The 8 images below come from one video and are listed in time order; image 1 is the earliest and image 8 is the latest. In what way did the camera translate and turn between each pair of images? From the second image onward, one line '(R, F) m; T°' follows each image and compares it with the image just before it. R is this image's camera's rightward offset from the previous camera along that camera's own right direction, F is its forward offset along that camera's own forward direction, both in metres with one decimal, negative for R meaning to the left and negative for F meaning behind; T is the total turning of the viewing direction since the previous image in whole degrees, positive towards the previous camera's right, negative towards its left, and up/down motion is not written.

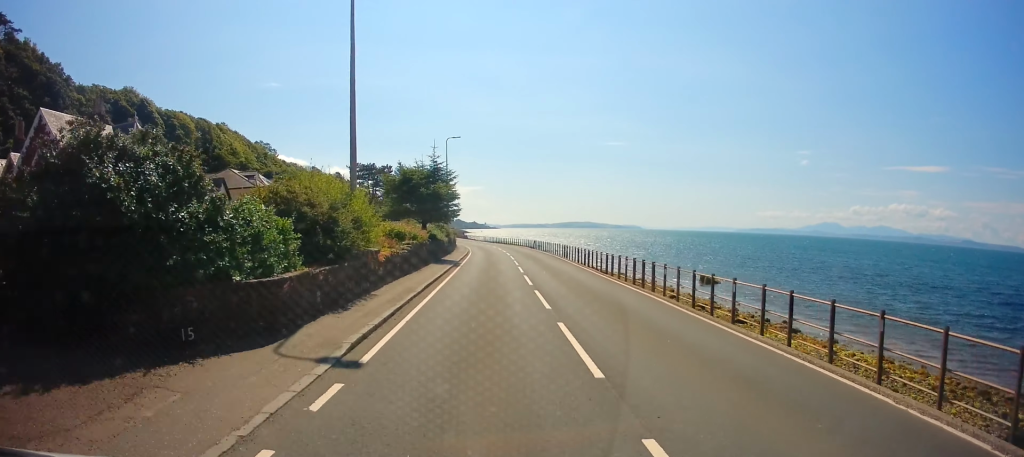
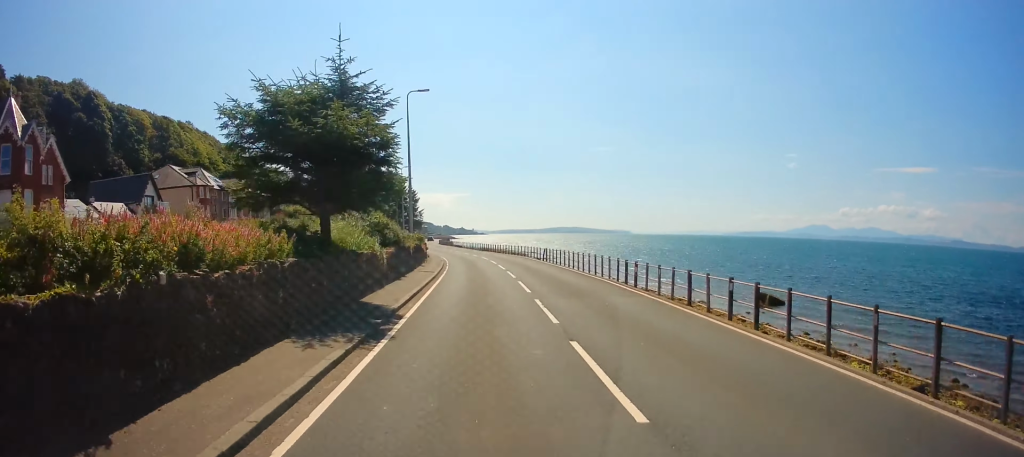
(-0.4, +19.4) m; 0°
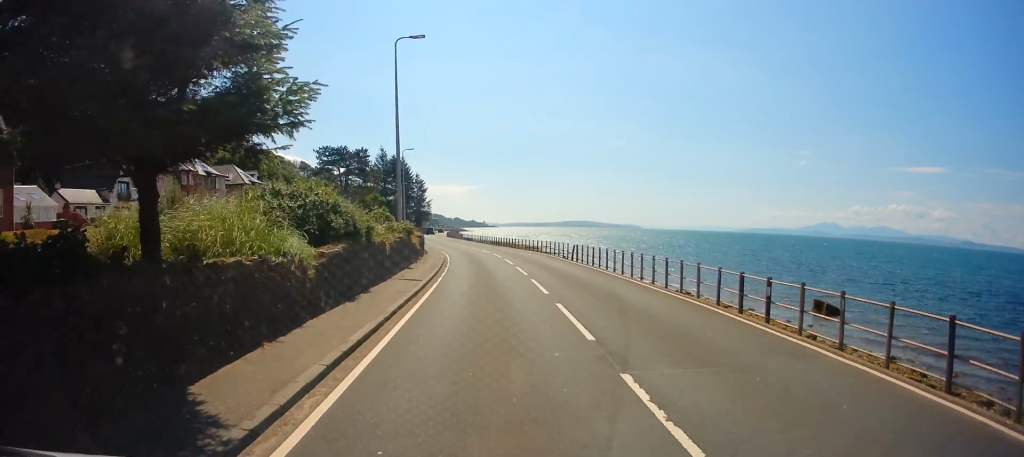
(+0.2, +8.4) m; 0°
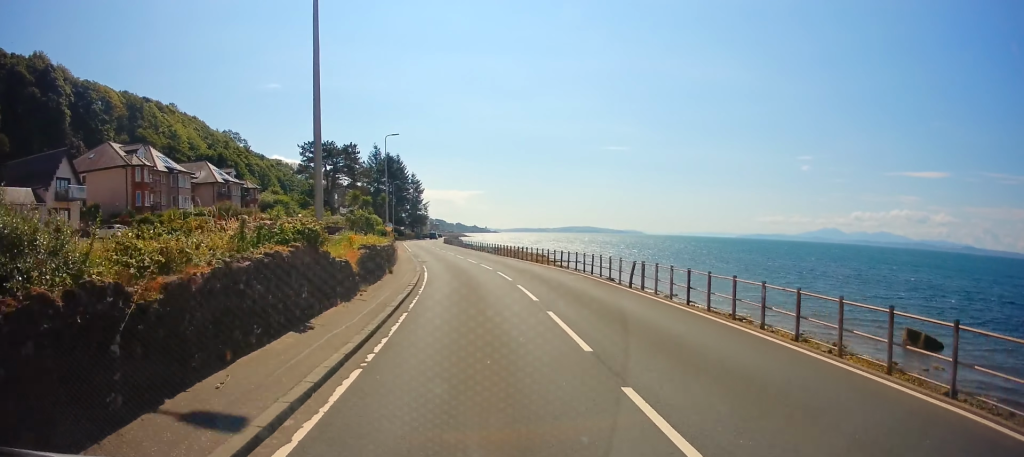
(-0.2, +12.2) m; -1°
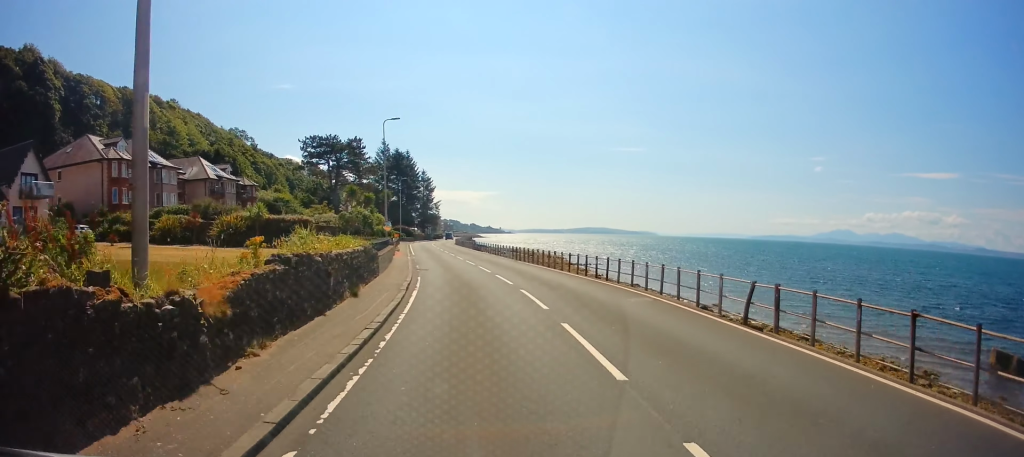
(0.0, +7.5) m; -1°
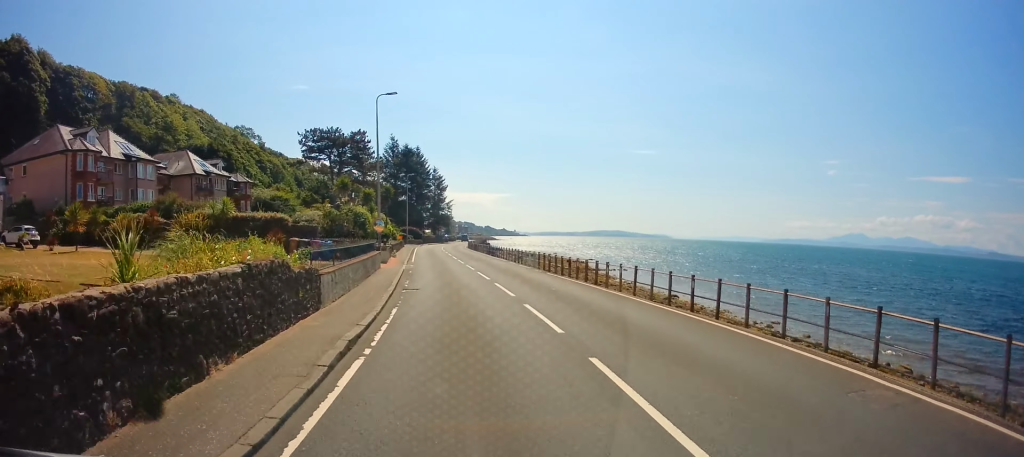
(0.0, +8.6) m; -2°
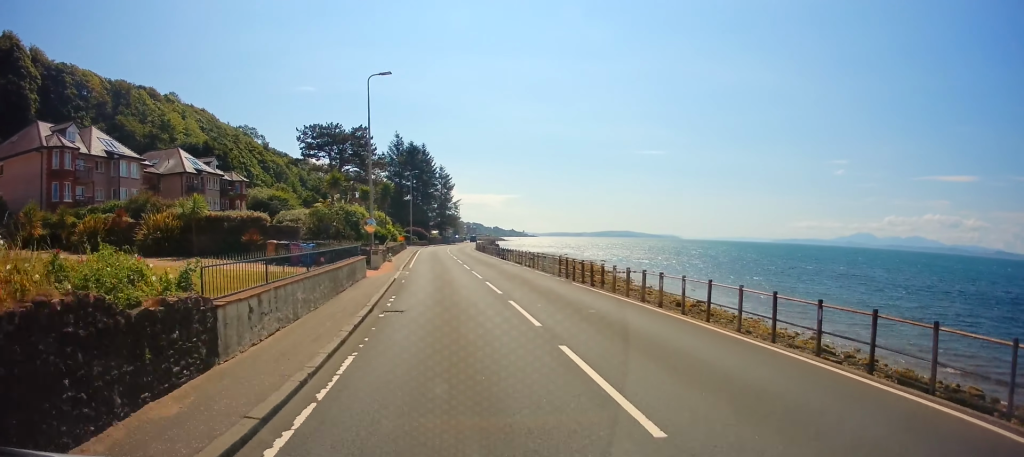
(-0.1, +4.8) m; -1°
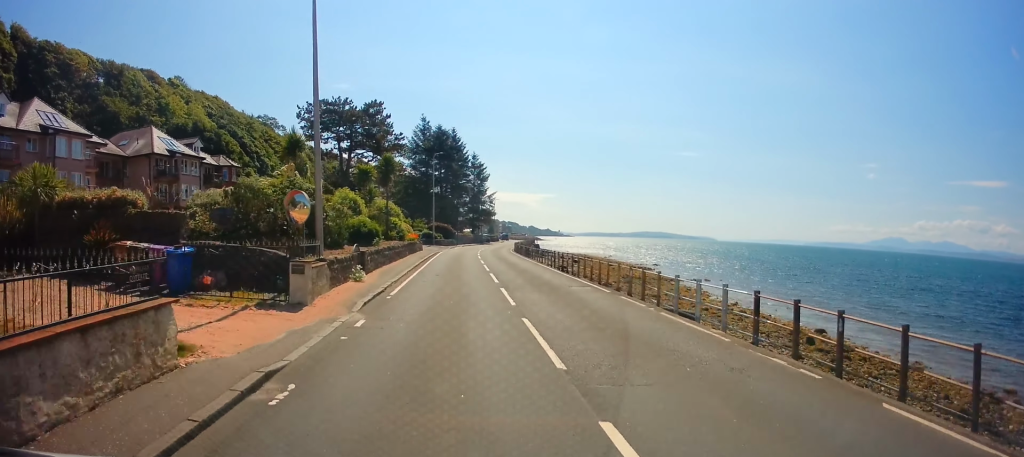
(-0.5, +15.2) m; -3°
